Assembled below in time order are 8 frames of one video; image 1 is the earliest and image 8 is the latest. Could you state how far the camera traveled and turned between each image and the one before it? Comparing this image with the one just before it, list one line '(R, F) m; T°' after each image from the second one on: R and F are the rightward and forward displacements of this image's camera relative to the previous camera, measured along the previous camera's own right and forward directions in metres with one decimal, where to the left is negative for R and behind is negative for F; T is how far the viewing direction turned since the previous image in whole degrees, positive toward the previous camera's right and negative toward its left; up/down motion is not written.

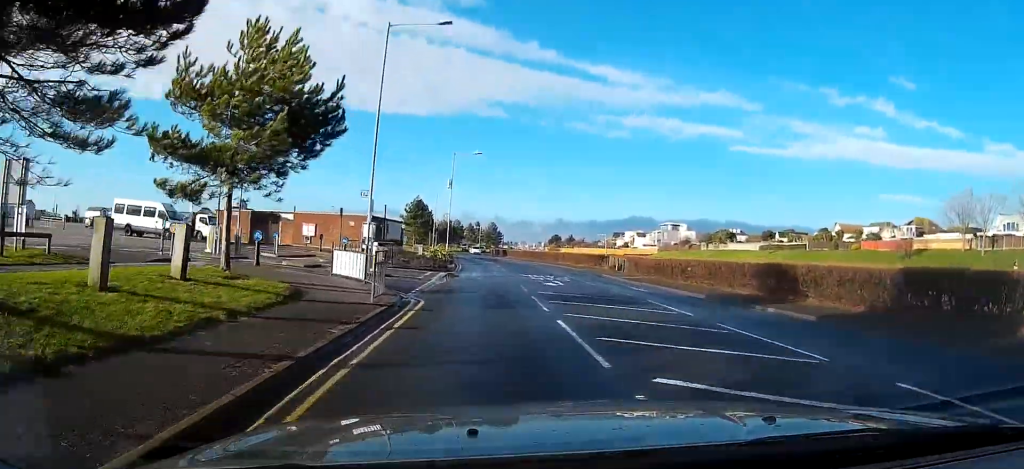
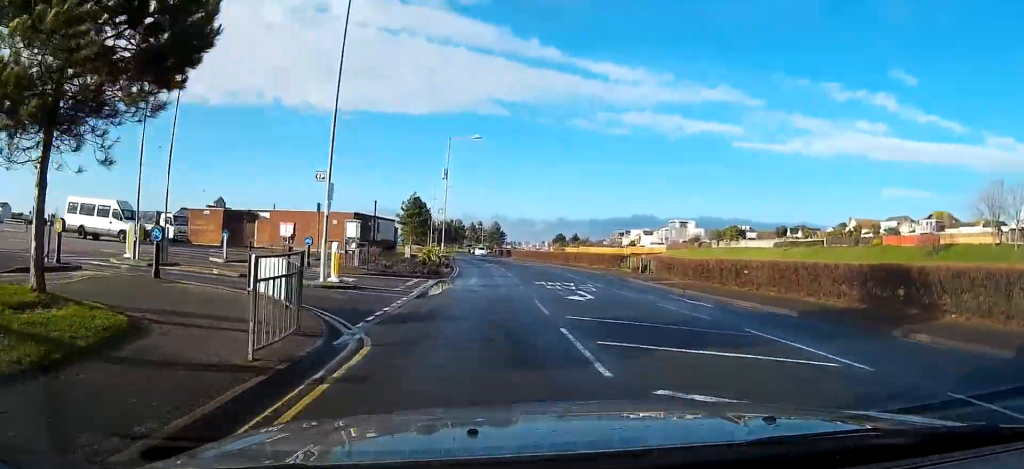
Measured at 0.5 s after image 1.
(+0.3, +6.5) m; 0°
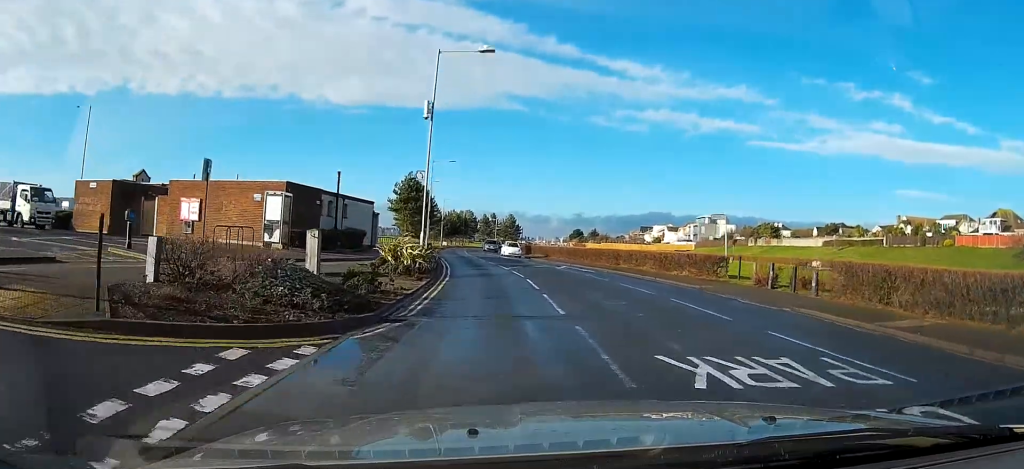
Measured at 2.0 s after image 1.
(-0.6, +17.6) m; -2°
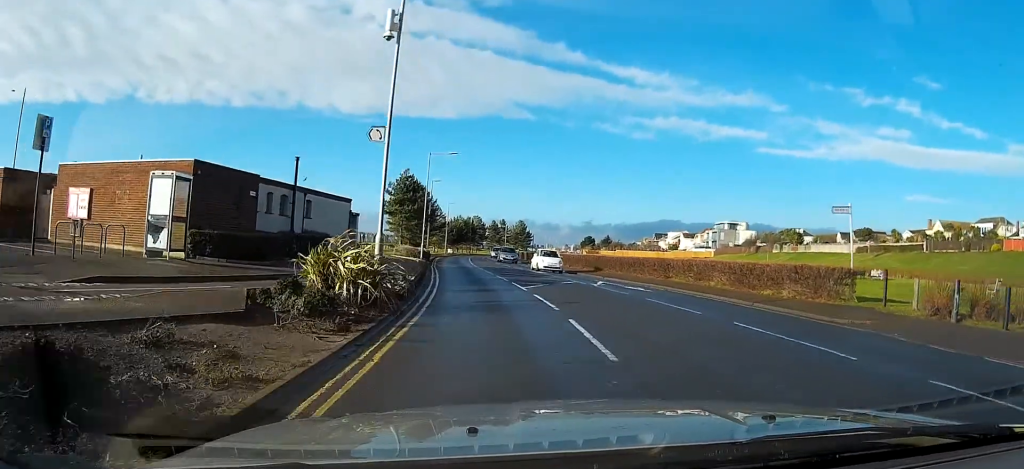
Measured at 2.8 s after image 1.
(0.0, +9.8) m; 0°
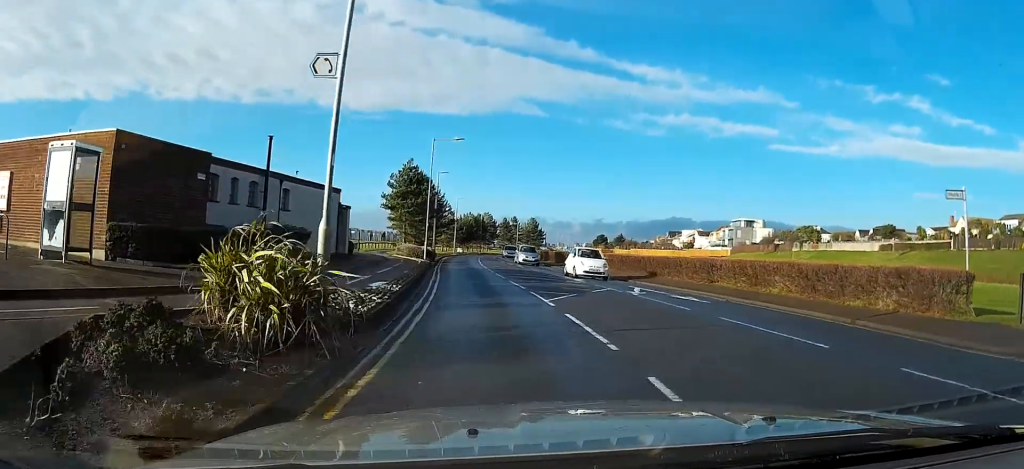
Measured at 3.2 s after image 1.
(0.0, +4.9) m; -1°
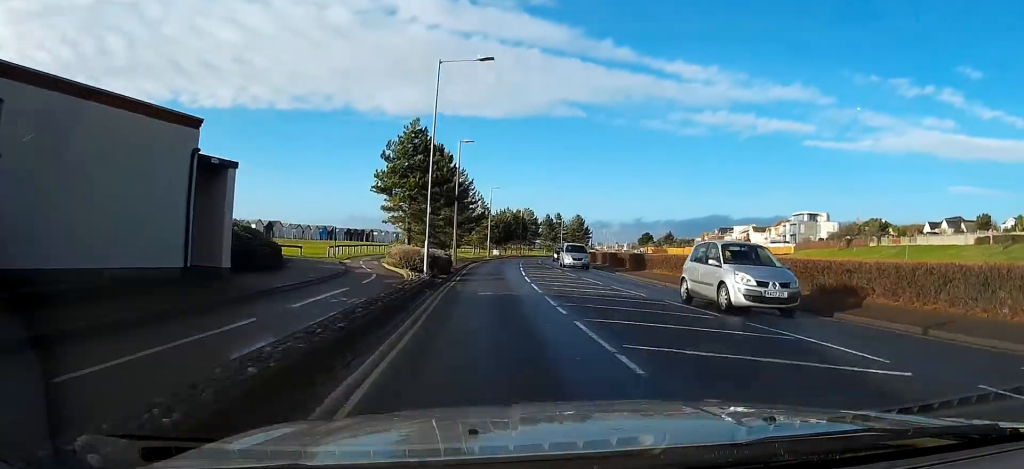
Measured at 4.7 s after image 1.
(-0.6, +18.4) m; -3°
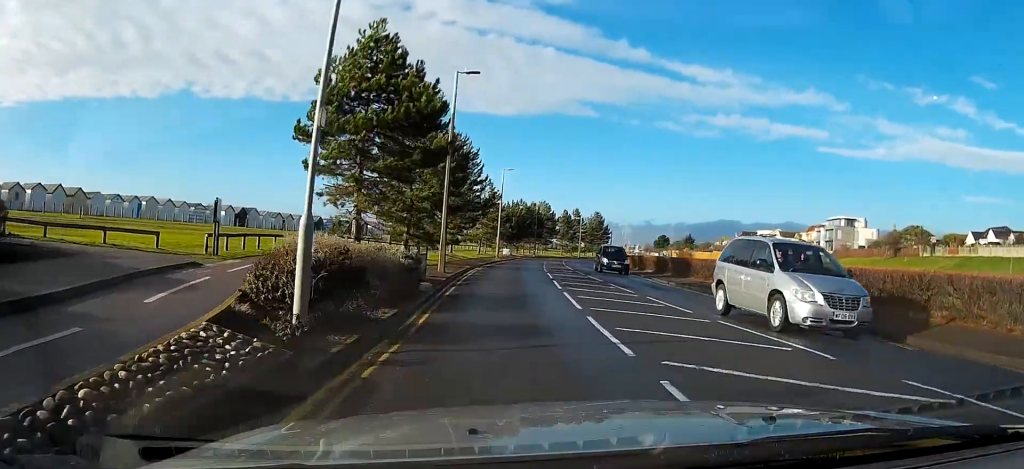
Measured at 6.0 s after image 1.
(0.0, +16.0) m; 0°
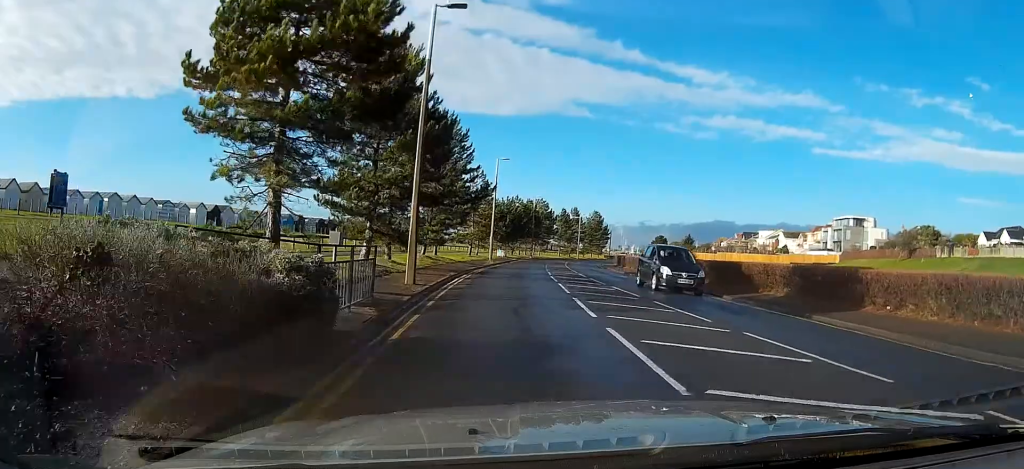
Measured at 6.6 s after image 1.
(0.0, +7.4) m; 0°
